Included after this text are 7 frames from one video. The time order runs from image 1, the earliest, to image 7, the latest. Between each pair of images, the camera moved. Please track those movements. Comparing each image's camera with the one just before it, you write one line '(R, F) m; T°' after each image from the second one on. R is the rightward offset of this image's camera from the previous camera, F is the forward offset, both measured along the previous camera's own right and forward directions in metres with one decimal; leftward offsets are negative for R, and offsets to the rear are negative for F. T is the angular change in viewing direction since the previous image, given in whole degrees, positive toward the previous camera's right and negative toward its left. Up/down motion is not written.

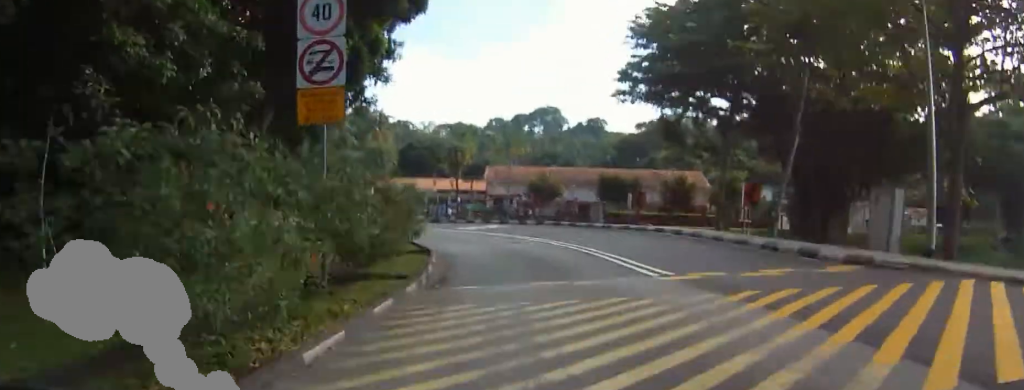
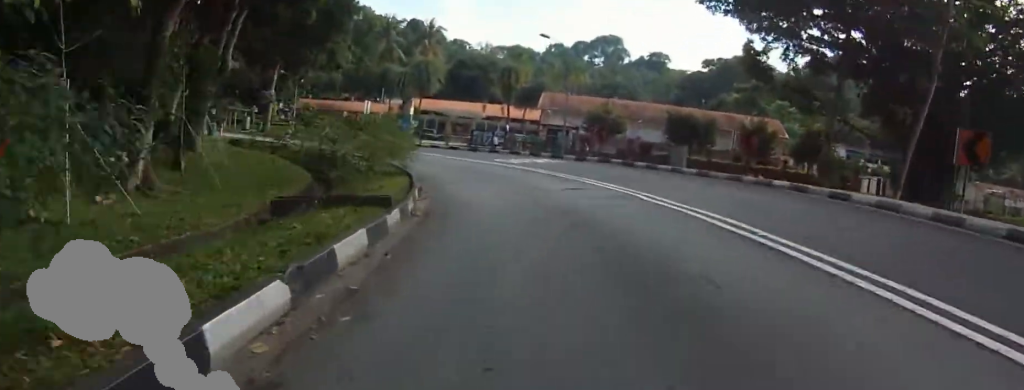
(+1.2, +9.5) m; +11°
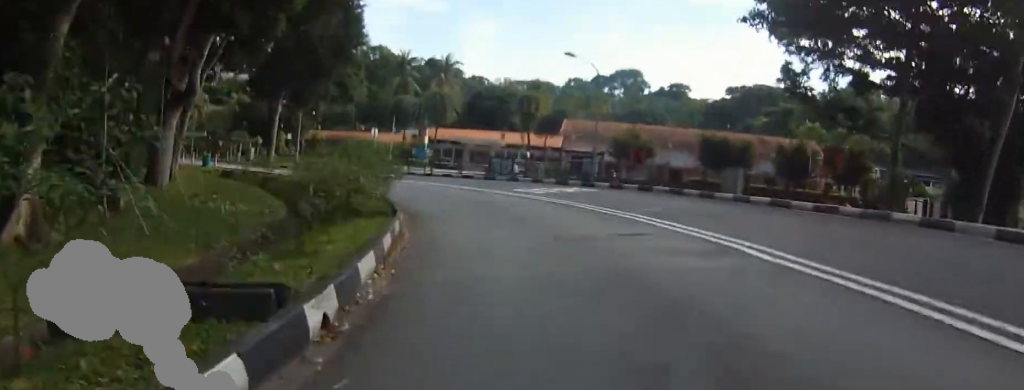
(+0.2, +5.3) m; +2°
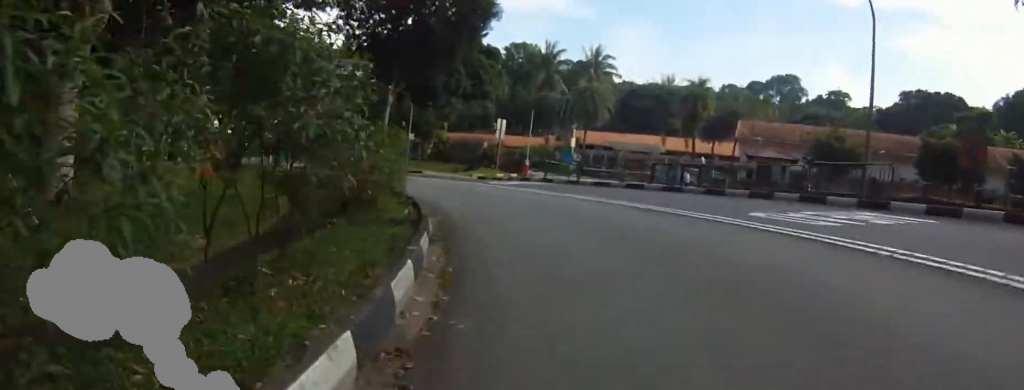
(+0.3, +14.7) m; +7°
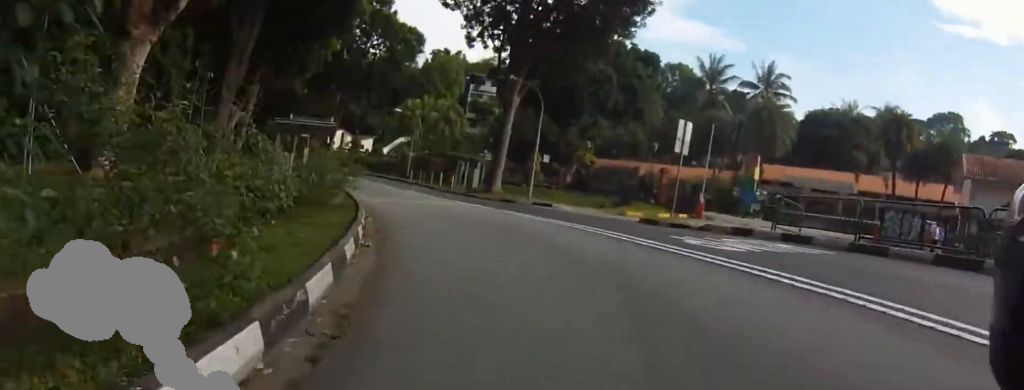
(-2.7, +15.4) m; -19°
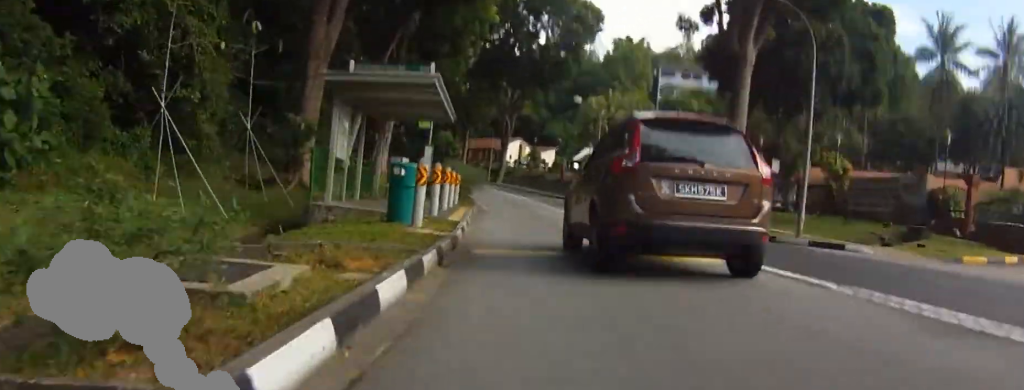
(+0.7, +13.1) m; 0°
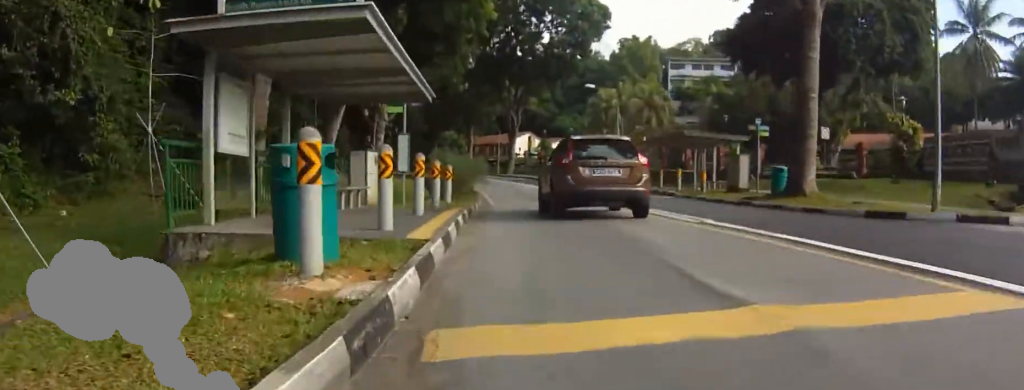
(-0.4, +5.6) m; -7°
